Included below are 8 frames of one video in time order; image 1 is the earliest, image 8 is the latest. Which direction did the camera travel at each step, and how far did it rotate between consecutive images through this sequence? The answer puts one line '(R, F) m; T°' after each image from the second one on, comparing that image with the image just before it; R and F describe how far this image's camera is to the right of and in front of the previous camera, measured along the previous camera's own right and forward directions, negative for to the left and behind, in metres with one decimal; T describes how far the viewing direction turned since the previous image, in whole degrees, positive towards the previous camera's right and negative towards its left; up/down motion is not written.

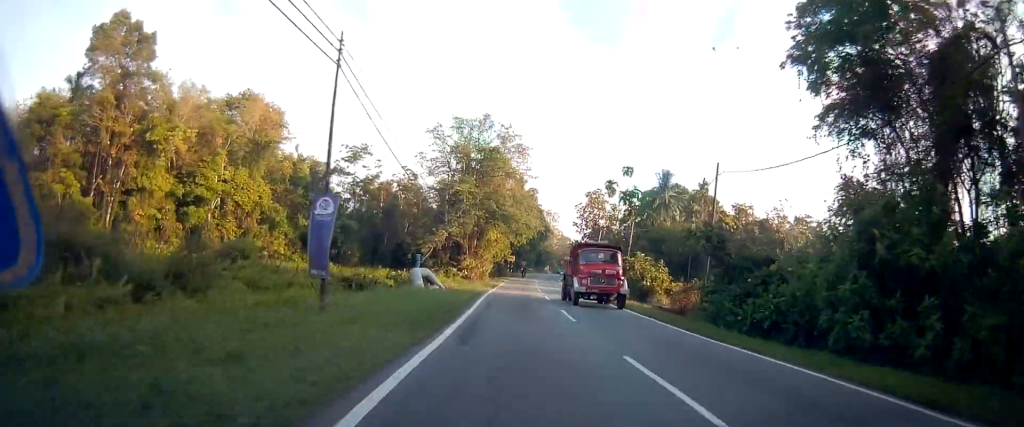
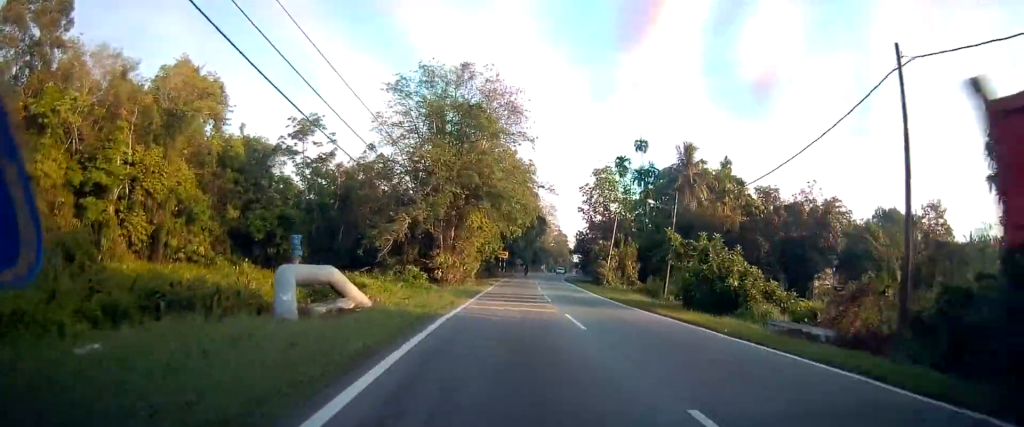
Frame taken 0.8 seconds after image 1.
(+0.6, +16.1) m; 0°
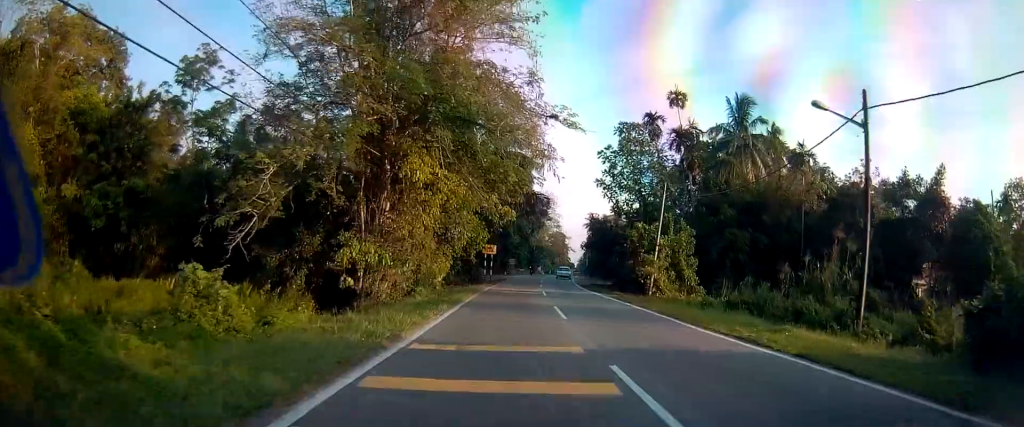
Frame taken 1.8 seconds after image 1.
(-0.6, +21.4) m; 0°
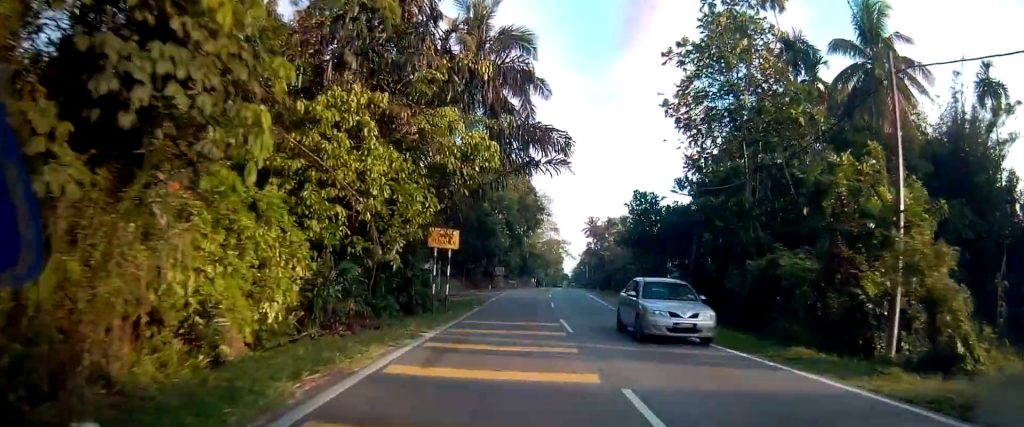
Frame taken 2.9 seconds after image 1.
(+0.8, +25.0) m; +3°
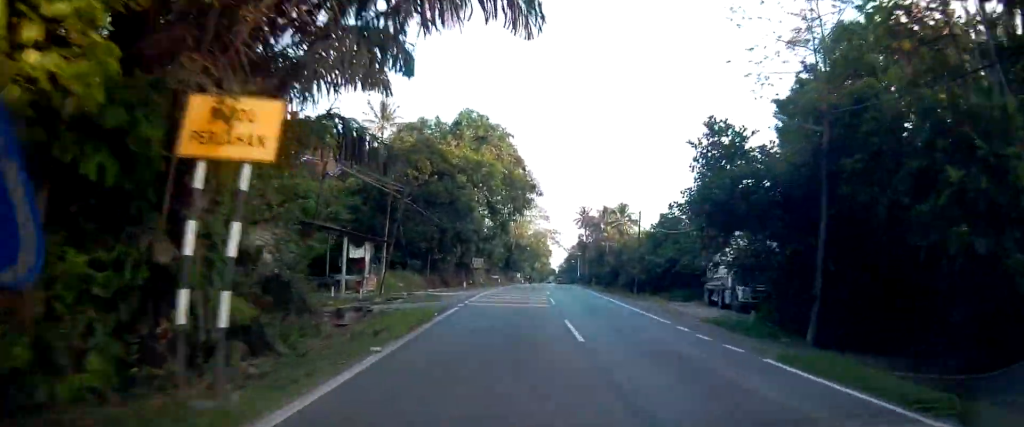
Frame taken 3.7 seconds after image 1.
(0.0, +15.8) m; +2°
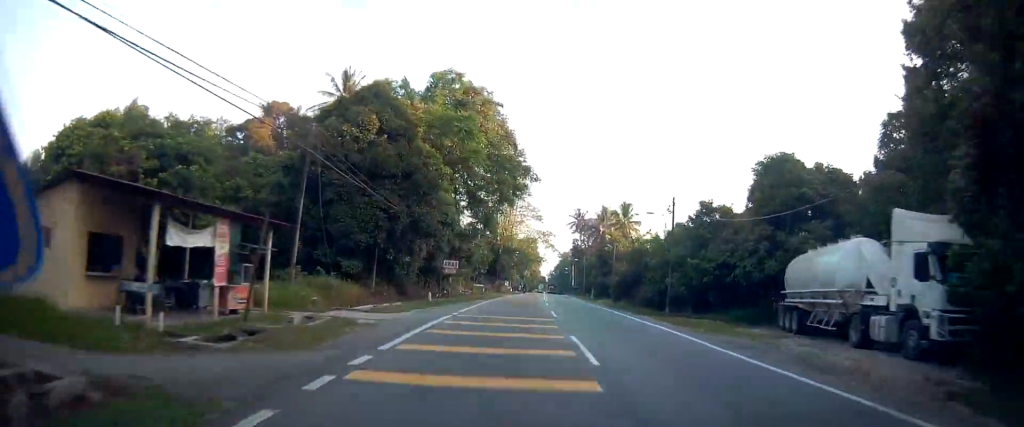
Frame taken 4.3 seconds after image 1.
(+0.3, +14.3) m; +1°
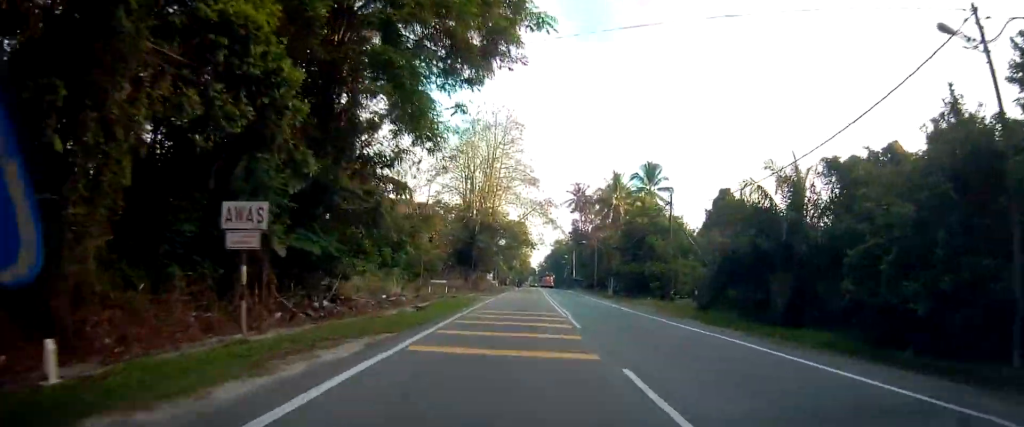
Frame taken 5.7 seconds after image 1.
(-0.2, +29.2) m; 0°
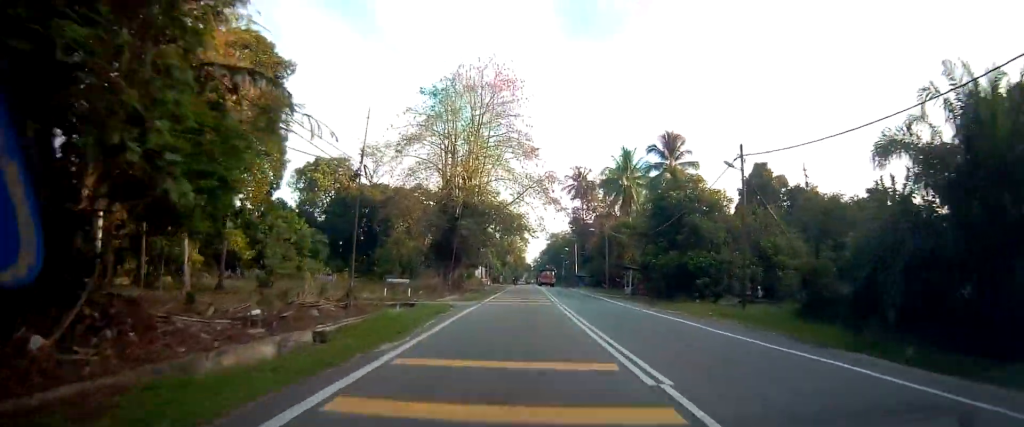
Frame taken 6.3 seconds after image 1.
(+0.2, +13.6) m; +1°
